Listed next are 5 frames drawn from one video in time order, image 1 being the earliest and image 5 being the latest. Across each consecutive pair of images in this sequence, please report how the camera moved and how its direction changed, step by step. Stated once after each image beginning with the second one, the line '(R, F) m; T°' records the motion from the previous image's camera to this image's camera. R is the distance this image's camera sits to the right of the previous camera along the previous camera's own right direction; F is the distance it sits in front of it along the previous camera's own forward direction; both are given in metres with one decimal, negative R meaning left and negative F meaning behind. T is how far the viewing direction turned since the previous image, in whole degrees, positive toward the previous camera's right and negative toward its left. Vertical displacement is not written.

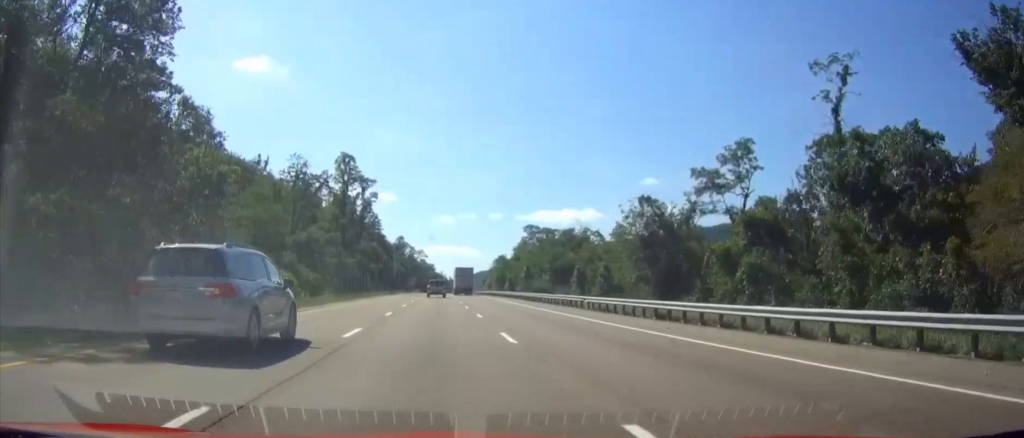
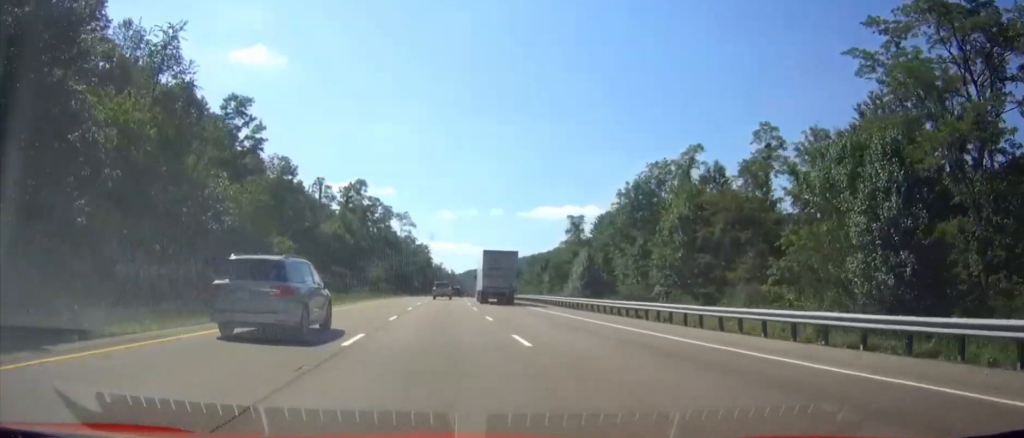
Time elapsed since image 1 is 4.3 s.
(-0.1, +133.7) m; 0°
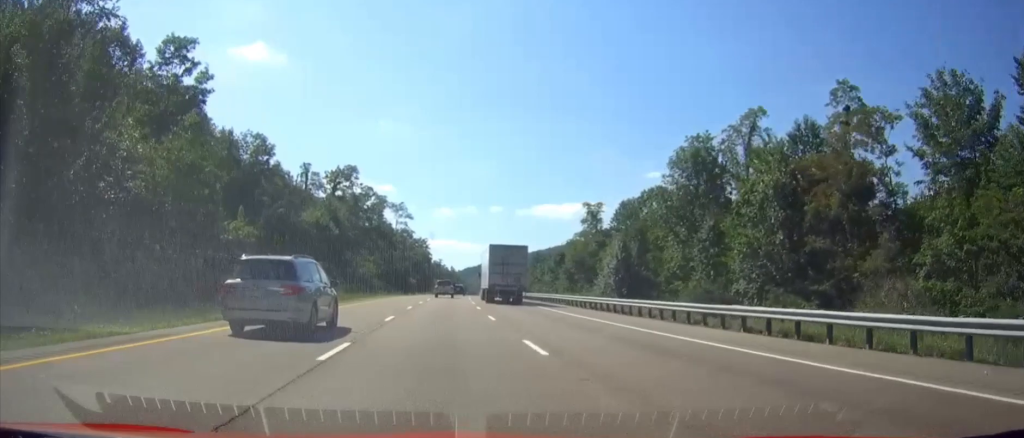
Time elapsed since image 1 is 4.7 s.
(0.0, +13.4) m; 0°
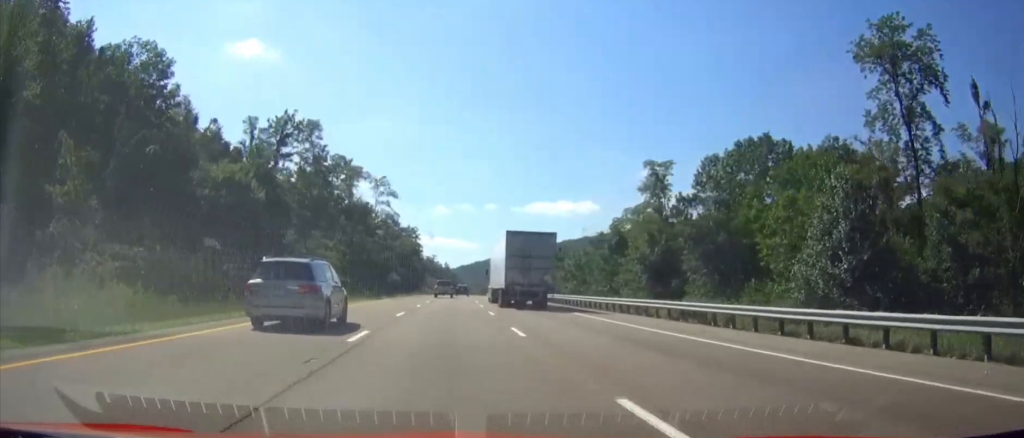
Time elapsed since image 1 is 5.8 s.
(-0.1, +32.8) m; +1°
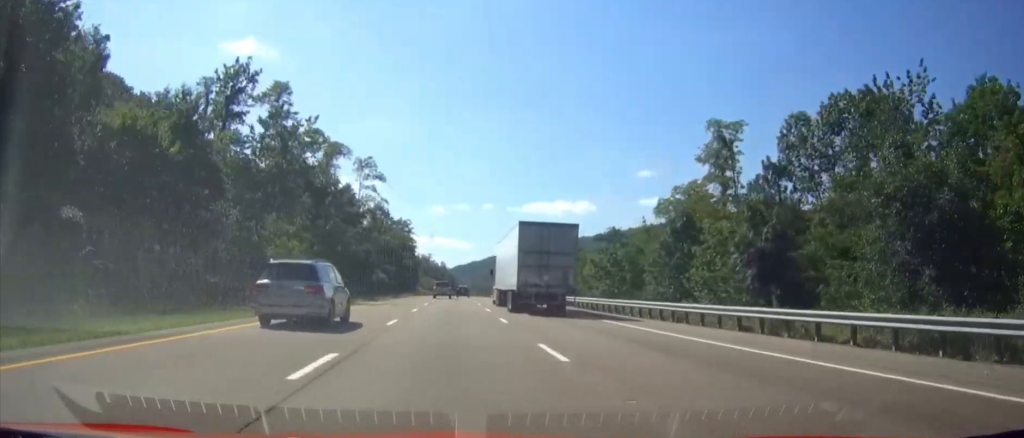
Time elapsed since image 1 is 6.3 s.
(+0.2, +17.4) m; 0°
